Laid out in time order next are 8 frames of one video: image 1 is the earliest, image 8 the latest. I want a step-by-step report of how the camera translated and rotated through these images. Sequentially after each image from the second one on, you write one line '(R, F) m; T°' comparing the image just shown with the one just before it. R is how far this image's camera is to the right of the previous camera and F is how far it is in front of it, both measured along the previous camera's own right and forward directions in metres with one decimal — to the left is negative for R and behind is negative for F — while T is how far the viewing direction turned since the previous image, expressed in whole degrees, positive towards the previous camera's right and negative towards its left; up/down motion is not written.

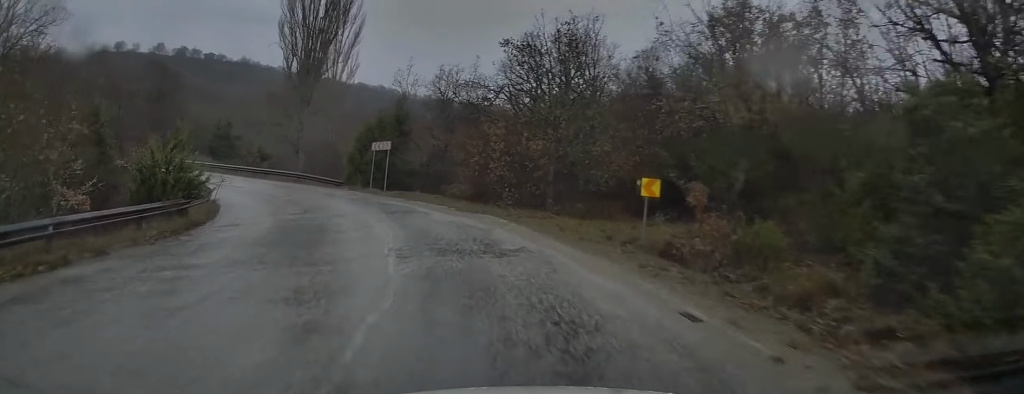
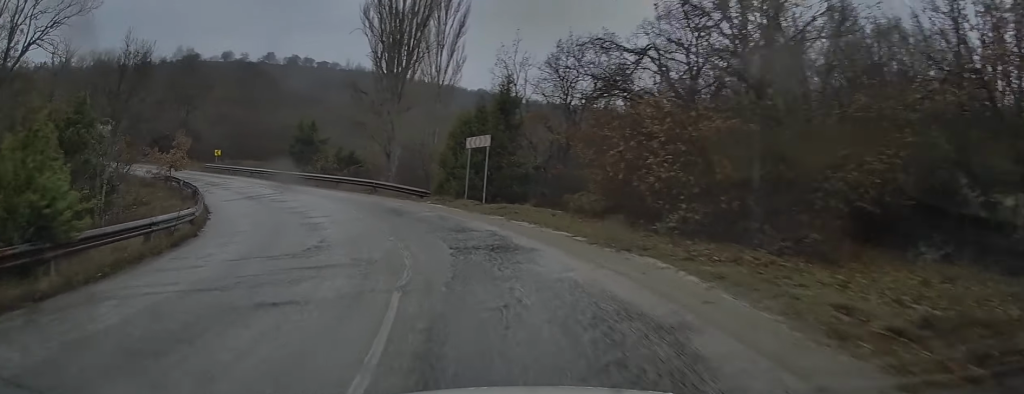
(-1.0, +9.6) m; -11°
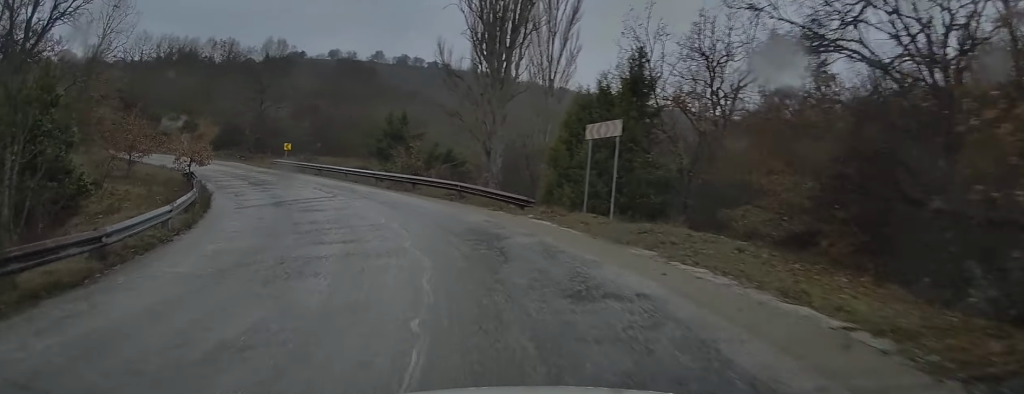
(-0.8, +7.6) m; -9°
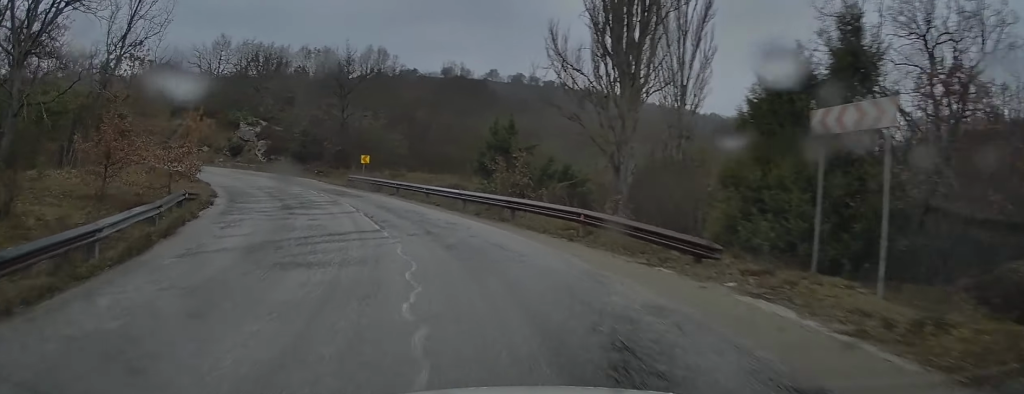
(-0.7, +8.3) m; -11°
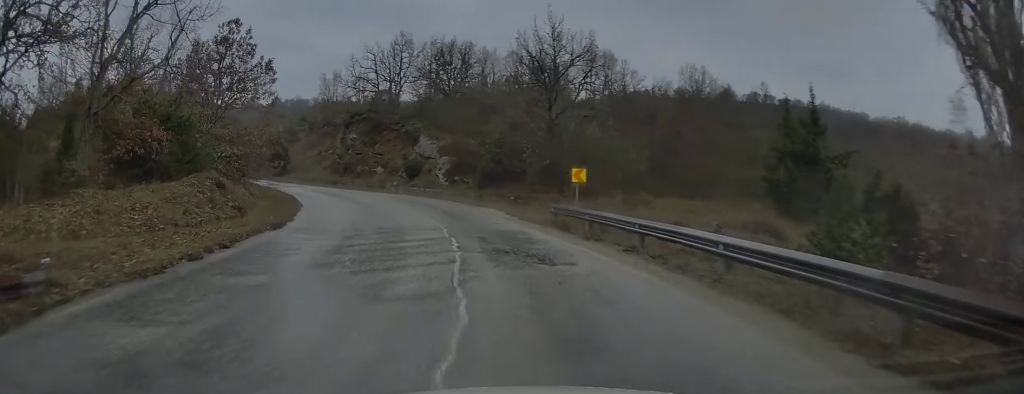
(-3.1, +15.3) m; -22°
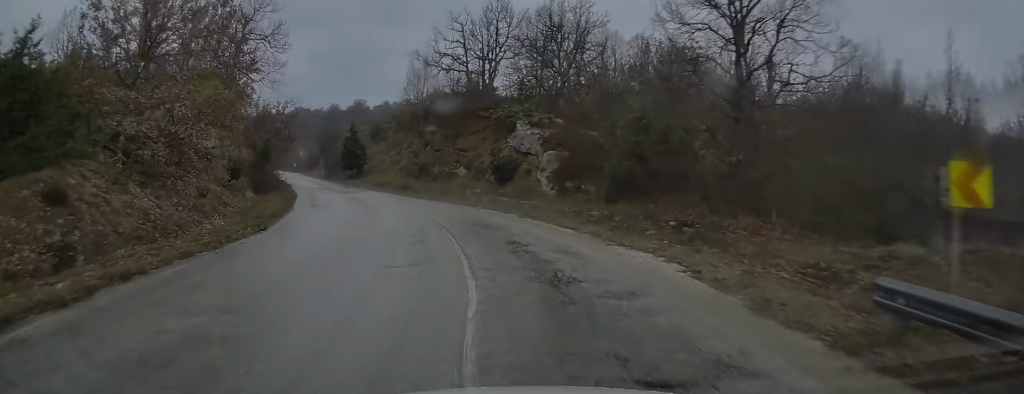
(-1.7, +14.6) m; -12°
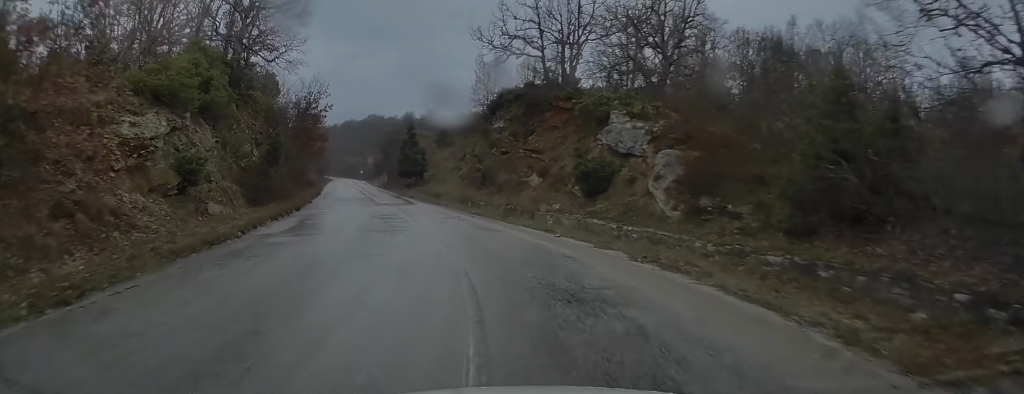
(-0.4, +9.2) m; -6°
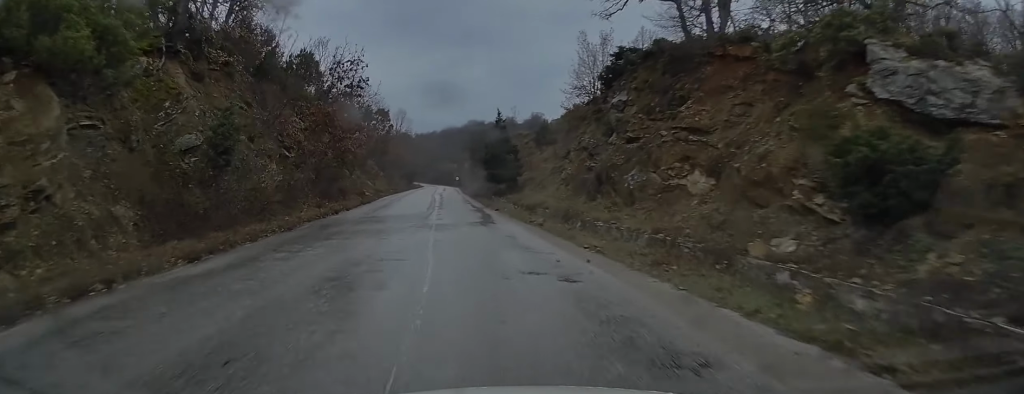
(-0.9, +12.3) m; -9°
